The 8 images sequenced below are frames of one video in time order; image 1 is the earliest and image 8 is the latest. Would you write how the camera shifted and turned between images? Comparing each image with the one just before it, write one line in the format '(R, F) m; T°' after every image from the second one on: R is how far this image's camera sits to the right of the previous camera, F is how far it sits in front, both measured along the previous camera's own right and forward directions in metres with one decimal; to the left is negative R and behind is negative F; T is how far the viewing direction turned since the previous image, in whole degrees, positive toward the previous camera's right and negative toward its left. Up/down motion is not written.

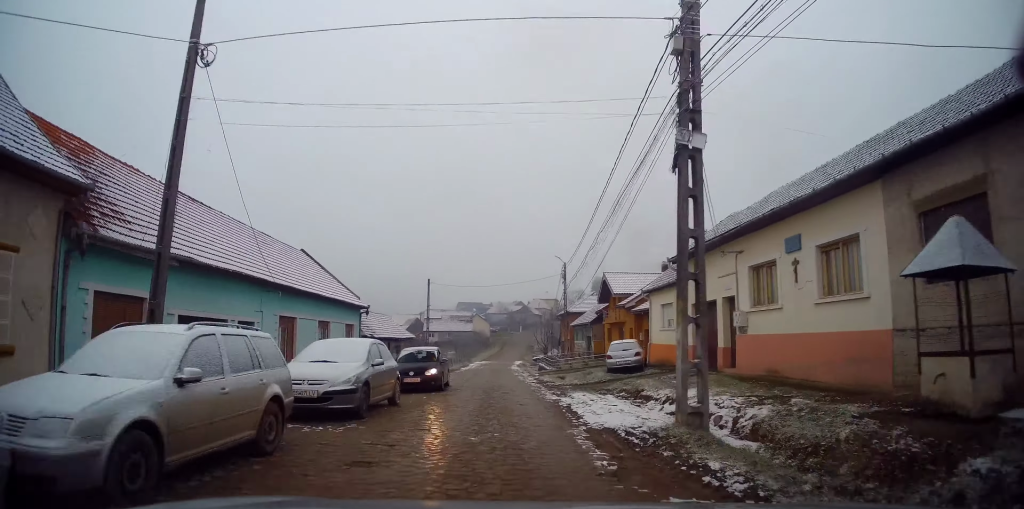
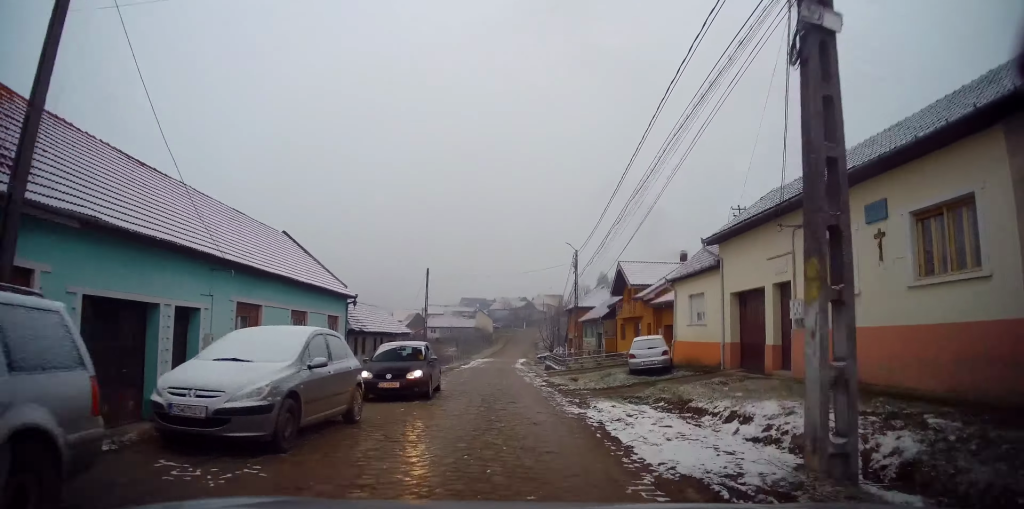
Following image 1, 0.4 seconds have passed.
(-0.1, +3.8) m; 0°
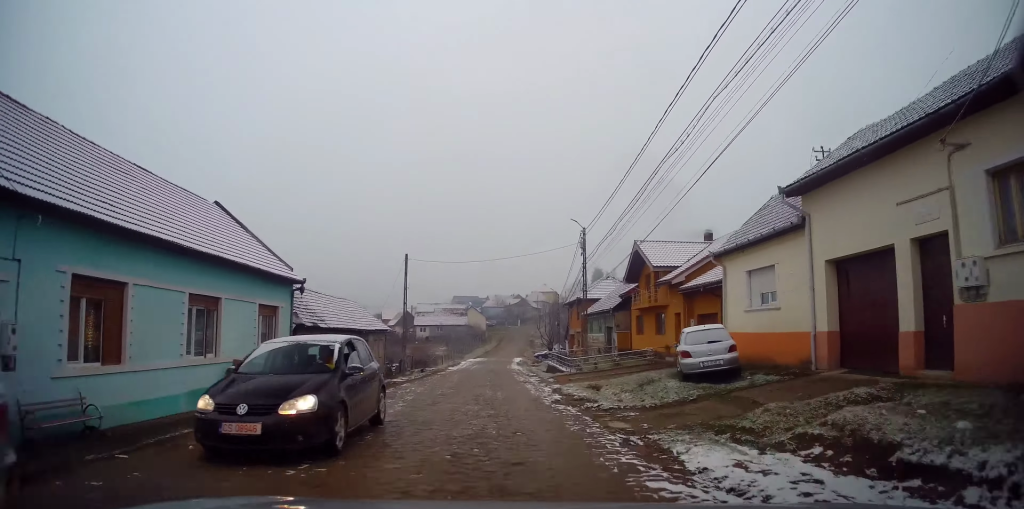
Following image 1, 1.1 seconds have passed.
(+0.3, +7.2) m; 0°
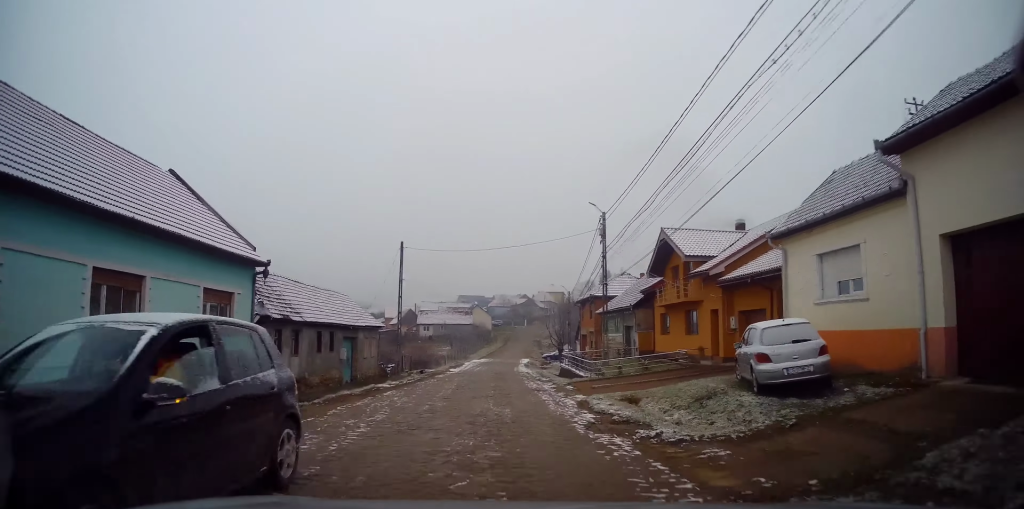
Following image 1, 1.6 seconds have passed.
(0.0, +4.3) m; 0°
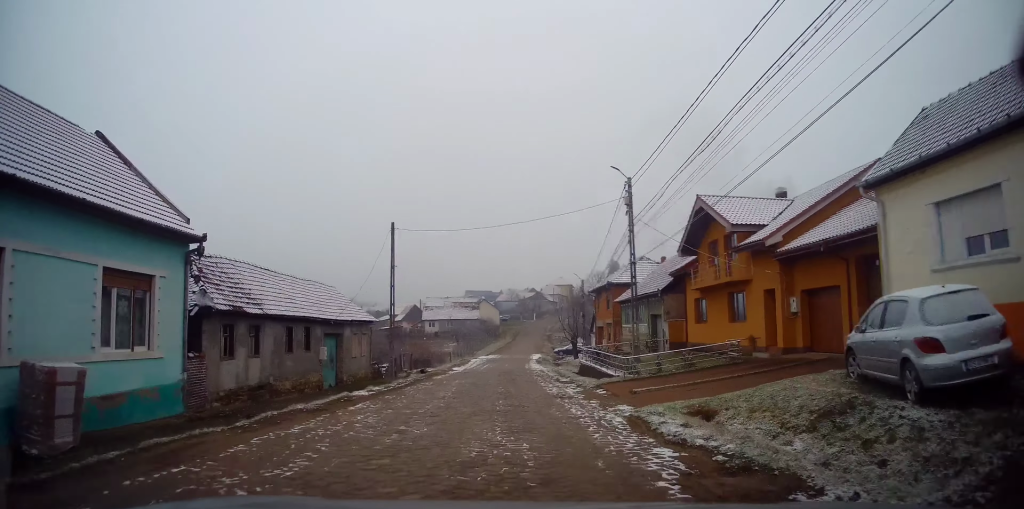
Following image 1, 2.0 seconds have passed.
(-0.2, +4.7) m; -1°
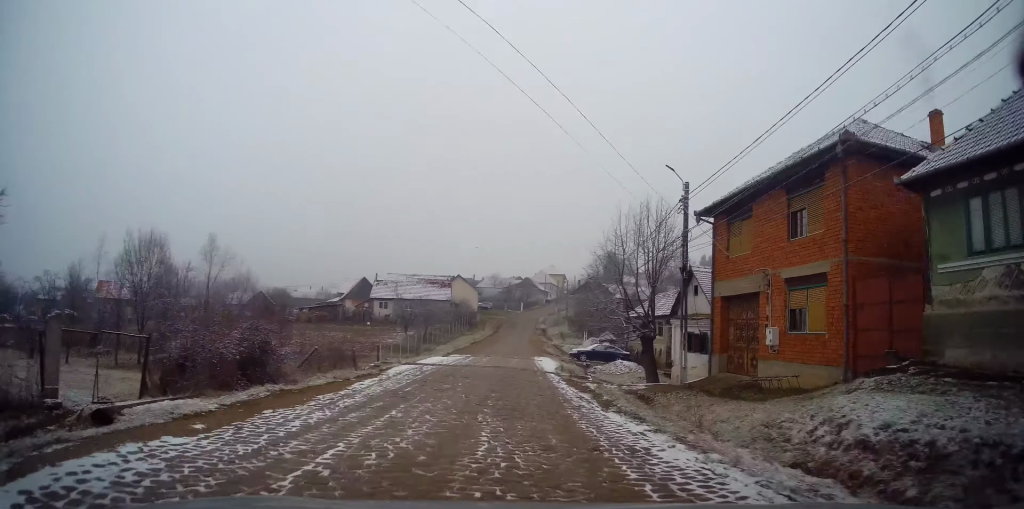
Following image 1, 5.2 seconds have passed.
(+0.1, +32.7) m; +1°
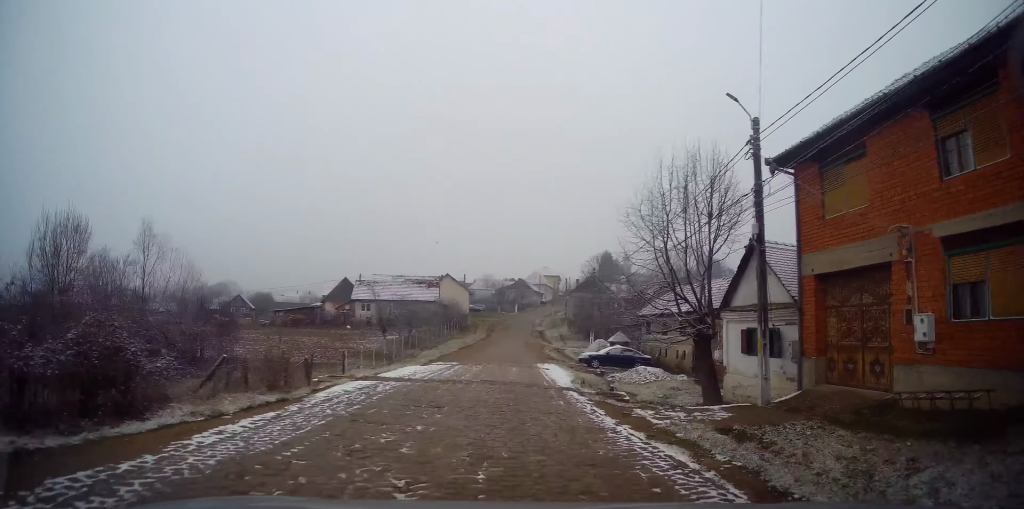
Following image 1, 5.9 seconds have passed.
(+0.1, +6.9) m; +1°
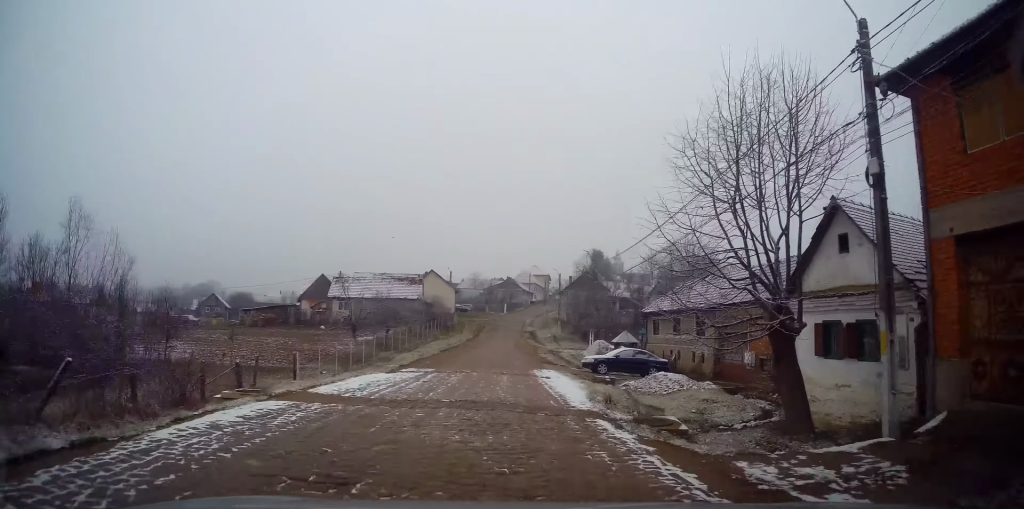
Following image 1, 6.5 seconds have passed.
(0.0, +5.8) m; +1°
